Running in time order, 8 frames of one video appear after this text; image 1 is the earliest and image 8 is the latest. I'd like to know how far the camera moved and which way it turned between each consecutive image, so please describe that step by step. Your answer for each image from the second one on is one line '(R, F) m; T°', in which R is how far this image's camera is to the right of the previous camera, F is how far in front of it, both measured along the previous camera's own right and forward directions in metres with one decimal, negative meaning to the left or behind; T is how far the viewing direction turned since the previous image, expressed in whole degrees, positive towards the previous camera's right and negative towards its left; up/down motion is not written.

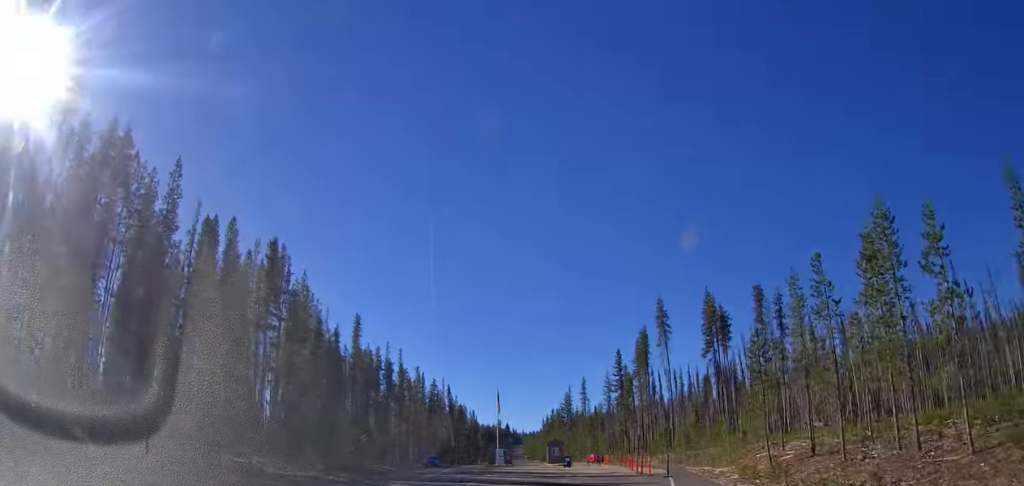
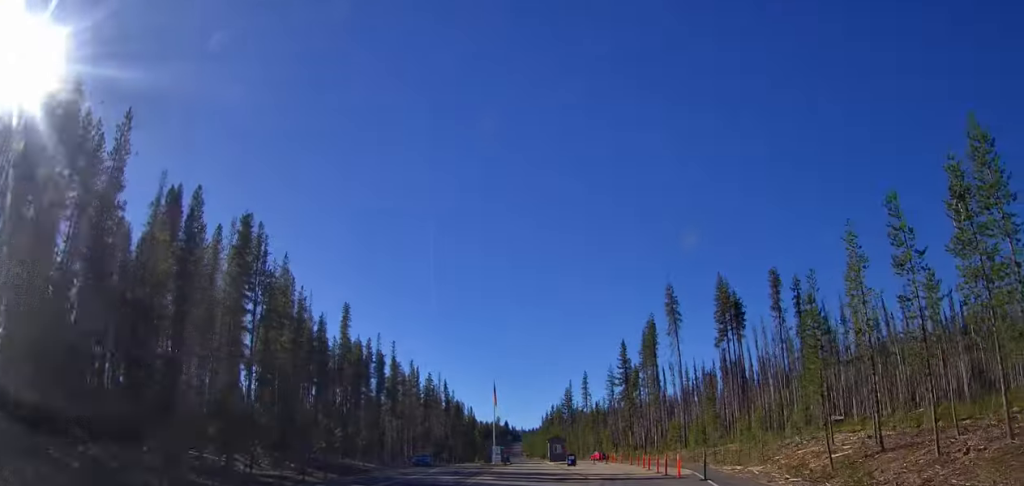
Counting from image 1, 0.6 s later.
(+0.1, +6.3) m; -1°
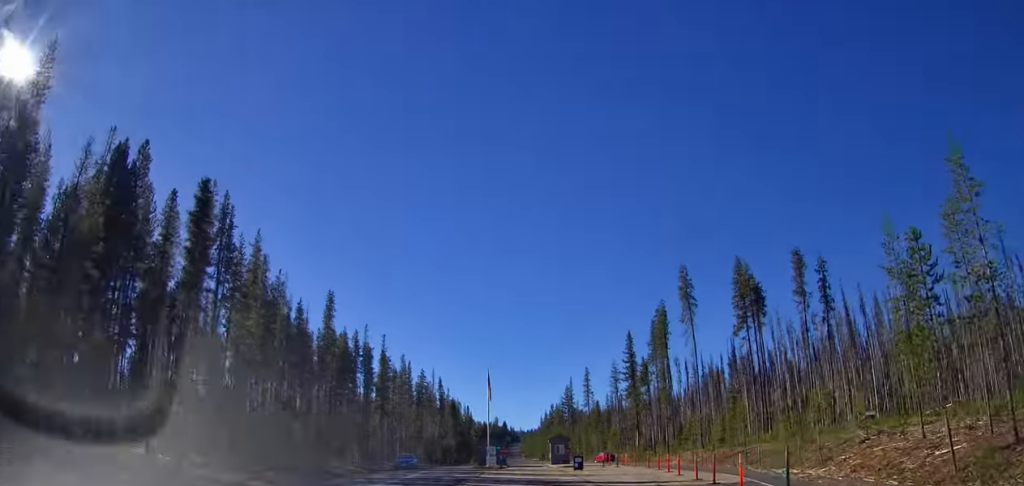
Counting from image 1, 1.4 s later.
(-0.3, +7.8) m; 0°
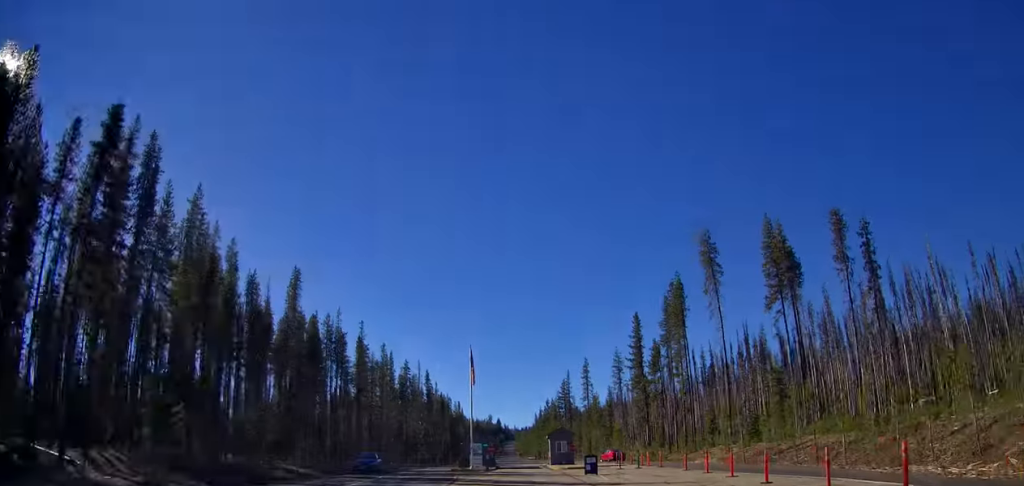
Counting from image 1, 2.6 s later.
(+0.3, +12.0) m; +1°
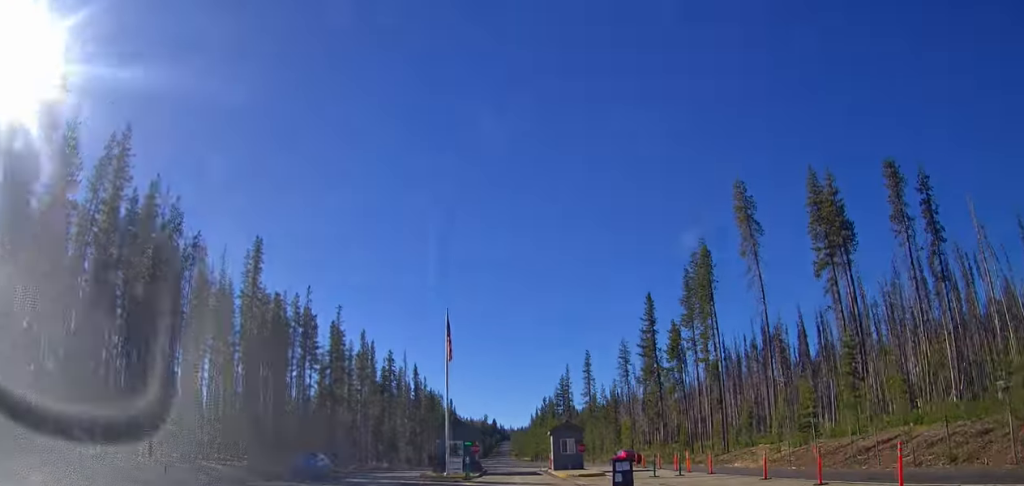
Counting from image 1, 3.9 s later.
(-0.2, +11.6) m; 0°
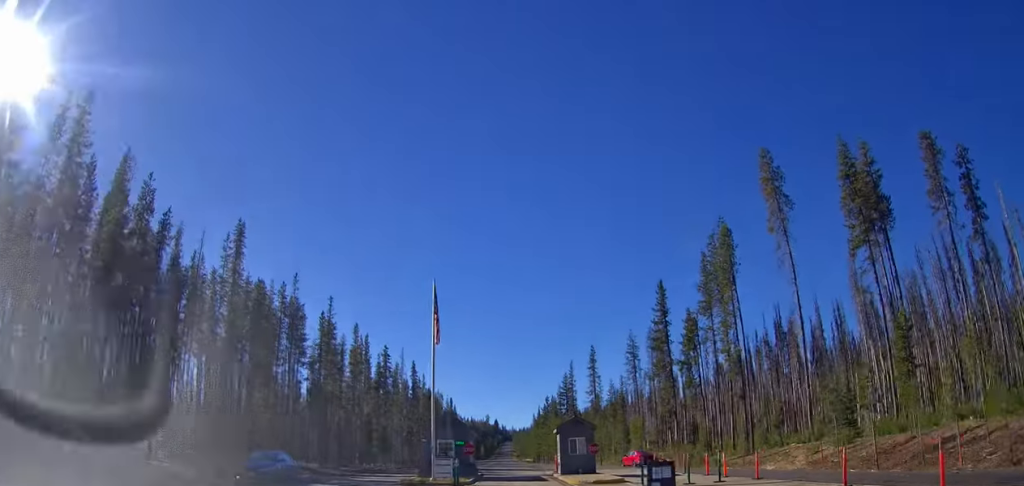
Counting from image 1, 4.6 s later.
(+0.3, +5.5) m; -1°
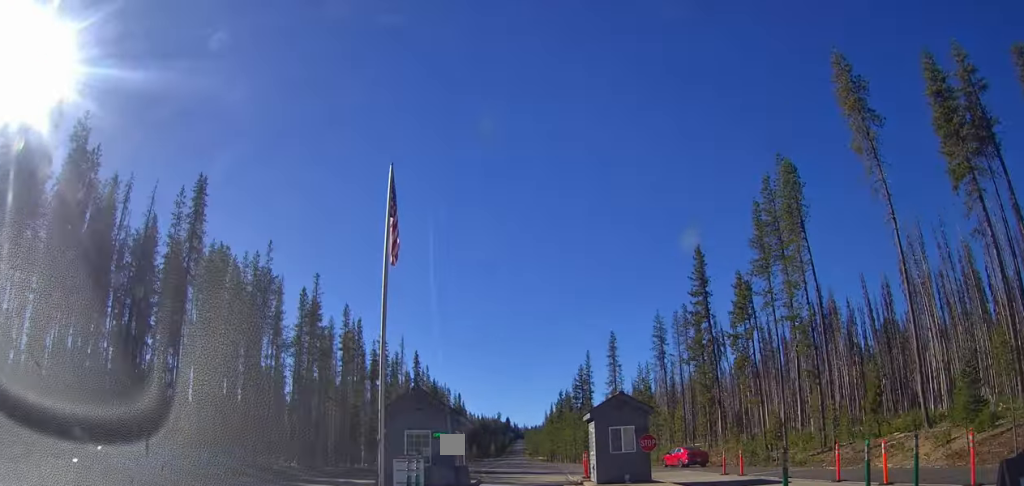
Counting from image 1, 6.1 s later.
(-0.3, +11.8) m; +1°
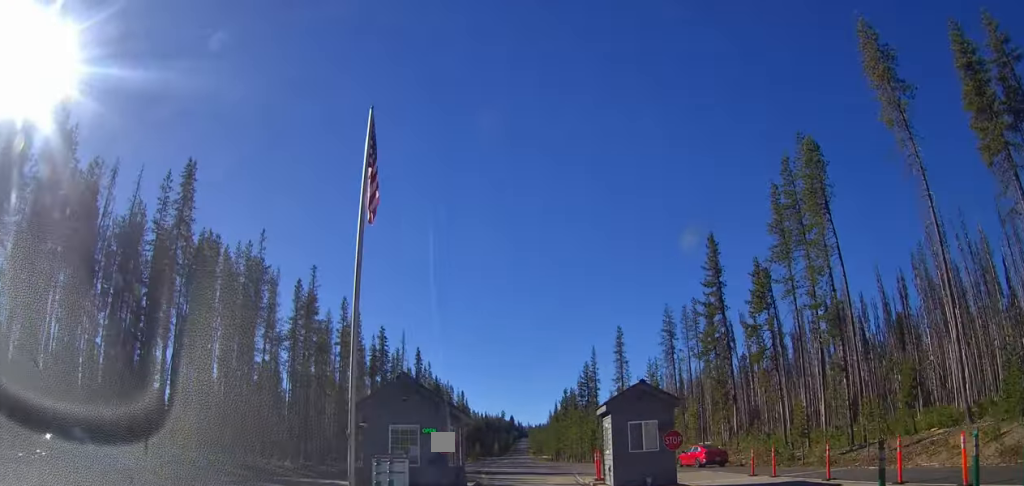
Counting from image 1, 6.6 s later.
(+0.3, +3.3) m; +1°
